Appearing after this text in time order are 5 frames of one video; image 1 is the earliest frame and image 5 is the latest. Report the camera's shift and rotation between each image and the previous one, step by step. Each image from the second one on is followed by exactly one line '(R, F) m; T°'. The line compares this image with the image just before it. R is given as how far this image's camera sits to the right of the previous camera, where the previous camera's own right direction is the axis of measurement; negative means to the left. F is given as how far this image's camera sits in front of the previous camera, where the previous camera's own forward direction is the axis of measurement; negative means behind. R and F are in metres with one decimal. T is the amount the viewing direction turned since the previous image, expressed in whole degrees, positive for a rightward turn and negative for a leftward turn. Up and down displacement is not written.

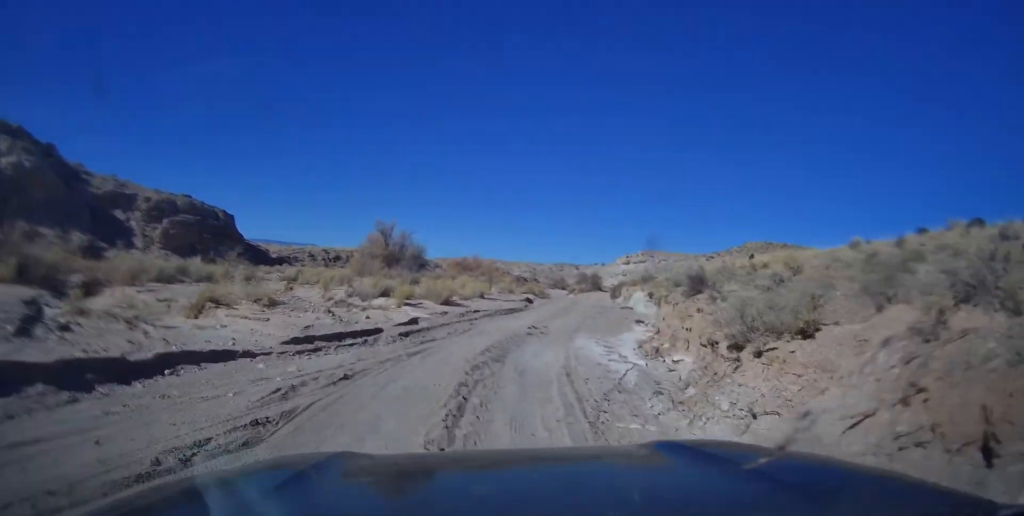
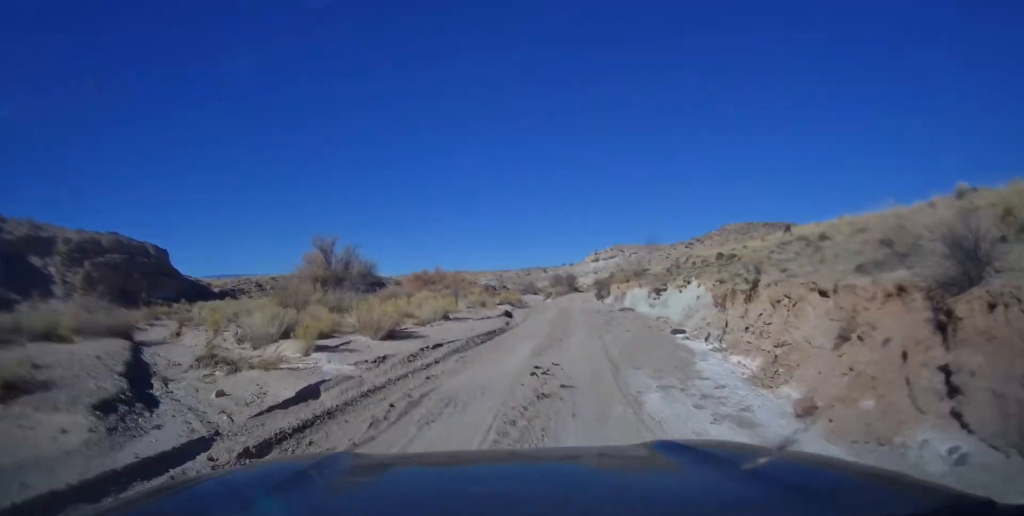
(+0.8, +10.6) m; +4°
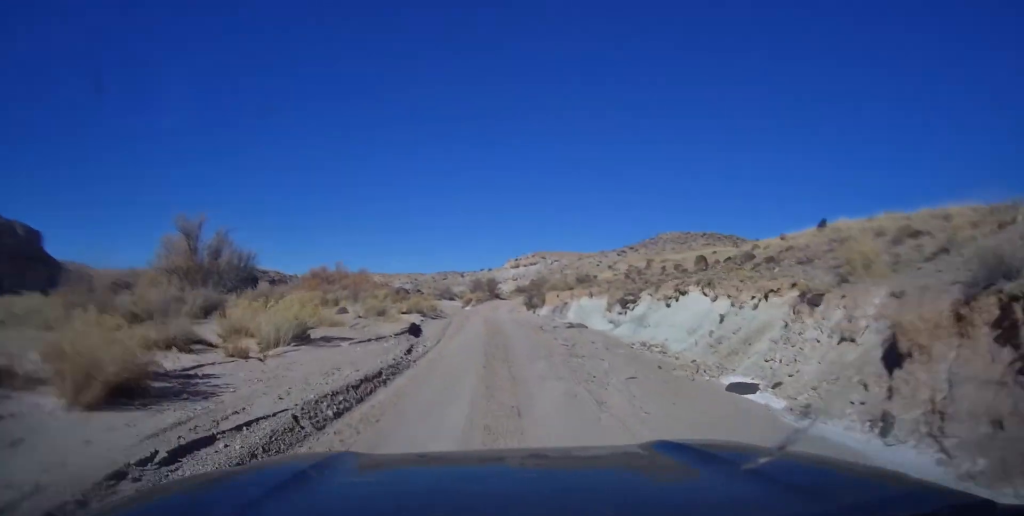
(+0.4, +10.0) m; +3°
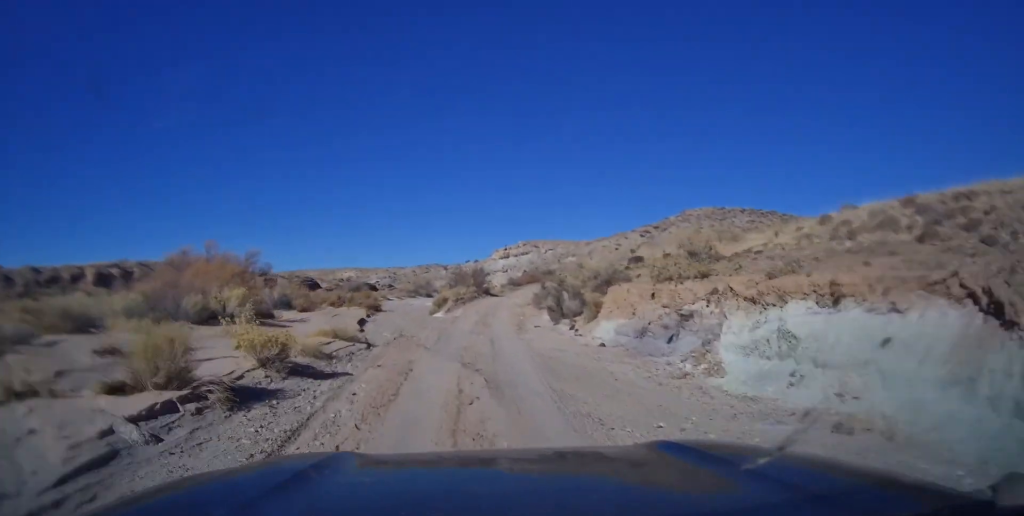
(+1.0, +21.4) m; +5°
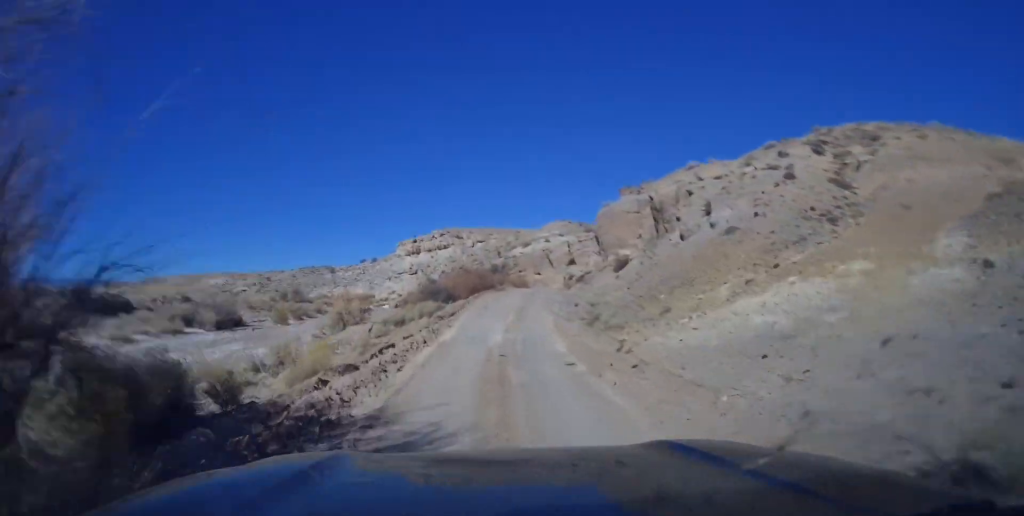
(+2.5, +53.3) m; +7°
